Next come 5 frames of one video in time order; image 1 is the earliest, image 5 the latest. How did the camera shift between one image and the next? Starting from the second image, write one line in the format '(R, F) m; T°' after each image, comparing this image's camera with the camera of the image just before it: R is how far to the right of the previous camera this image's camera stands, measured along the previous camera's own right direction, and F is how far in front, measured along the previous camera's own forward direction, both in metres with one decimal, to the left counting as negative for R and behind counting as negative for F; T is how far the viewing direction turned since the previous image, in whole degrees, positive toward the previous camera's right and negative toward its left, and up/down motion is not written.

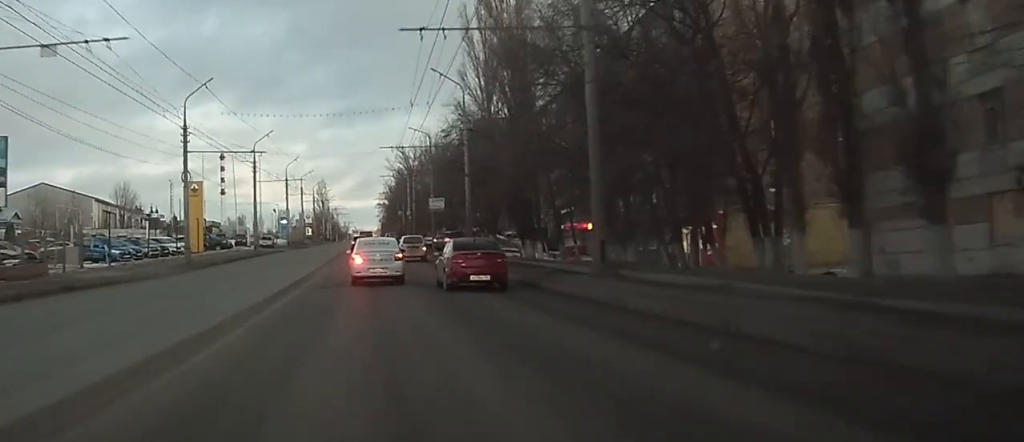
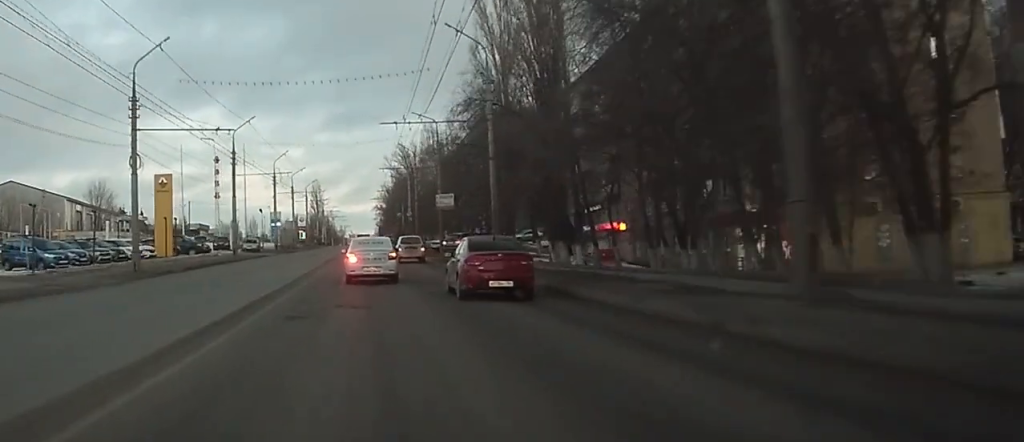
(0.0, +11.5) m; 0°
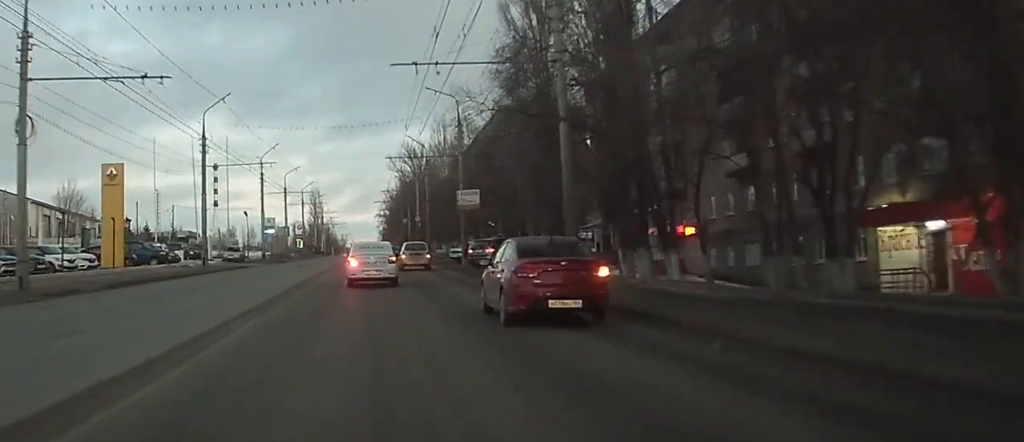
(-0.1, +14.5) m; -1°
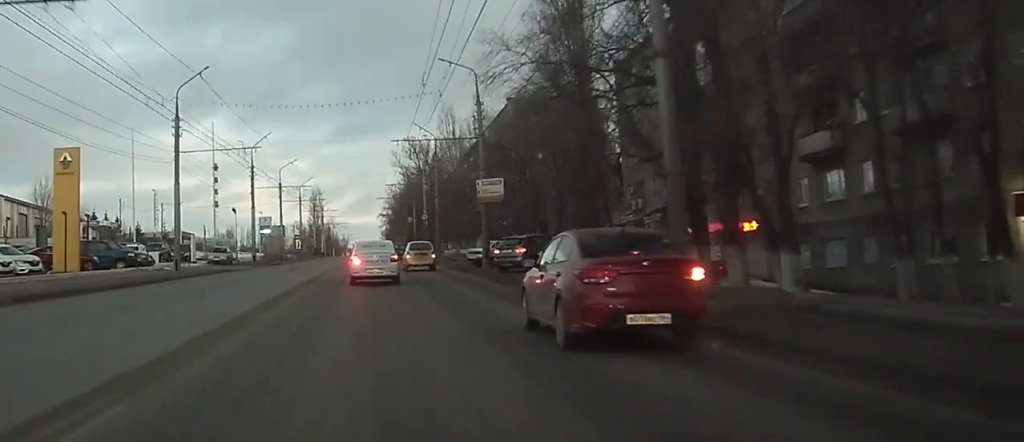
(0.0, +9.0) m; 0°
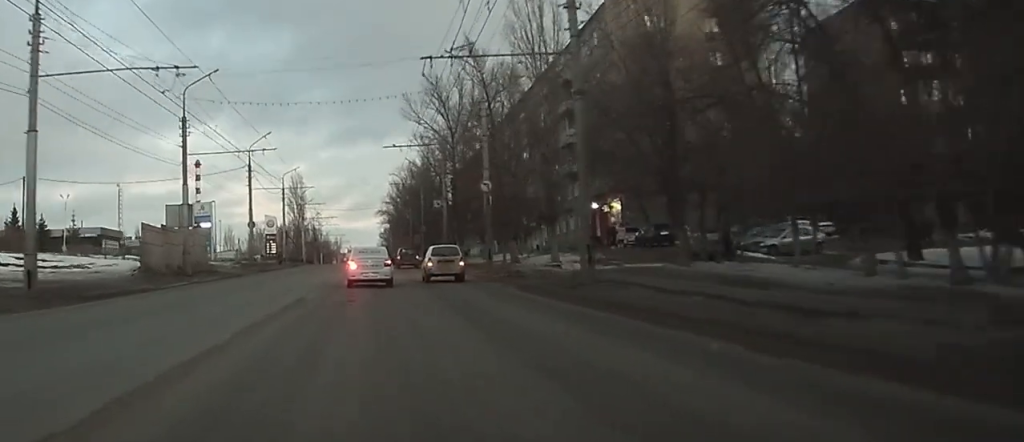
(-0.2, +52.1) m; 0°
